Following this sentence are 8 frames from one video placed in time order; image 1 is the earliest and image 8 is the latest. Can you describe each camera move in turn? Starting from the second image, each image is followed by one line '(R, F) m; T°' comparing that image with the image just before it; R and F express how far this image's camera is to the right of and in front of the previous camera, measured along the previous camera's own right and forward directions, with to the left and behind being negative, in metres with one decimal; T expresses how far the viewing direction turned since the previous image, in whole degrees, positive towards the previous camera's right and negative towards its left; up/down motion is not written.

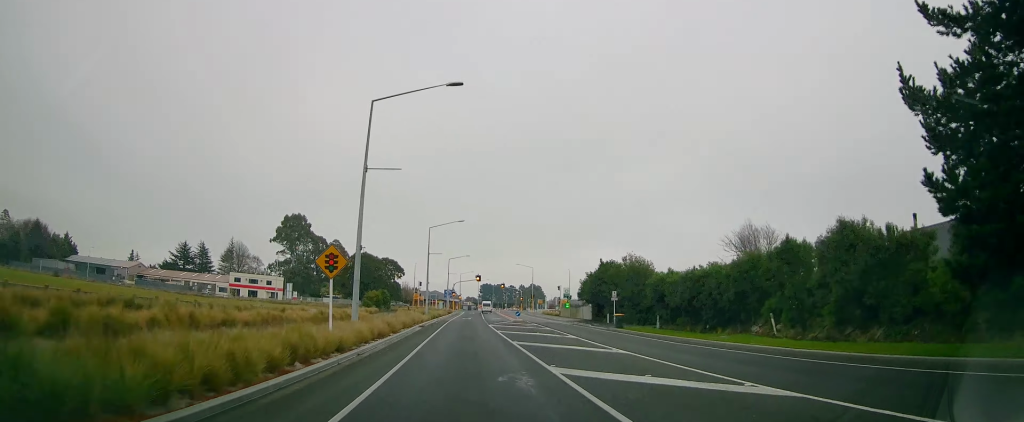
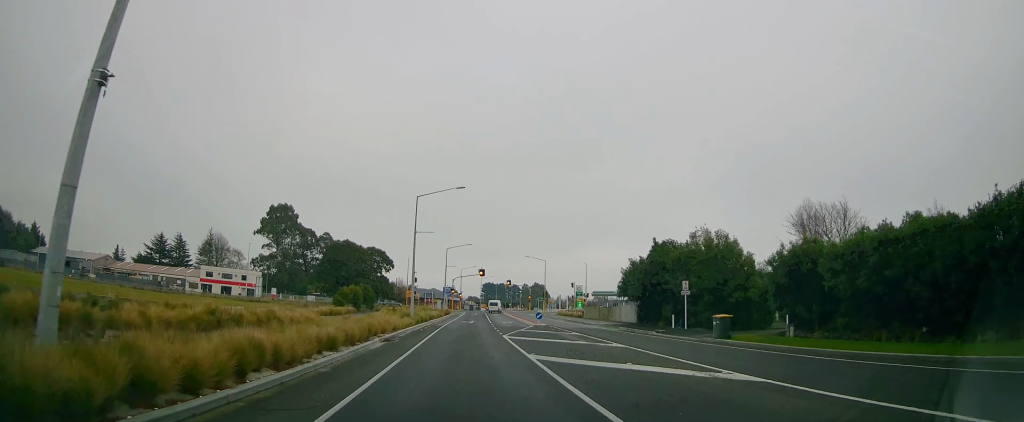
(+0.1, +17.8) m; 0°
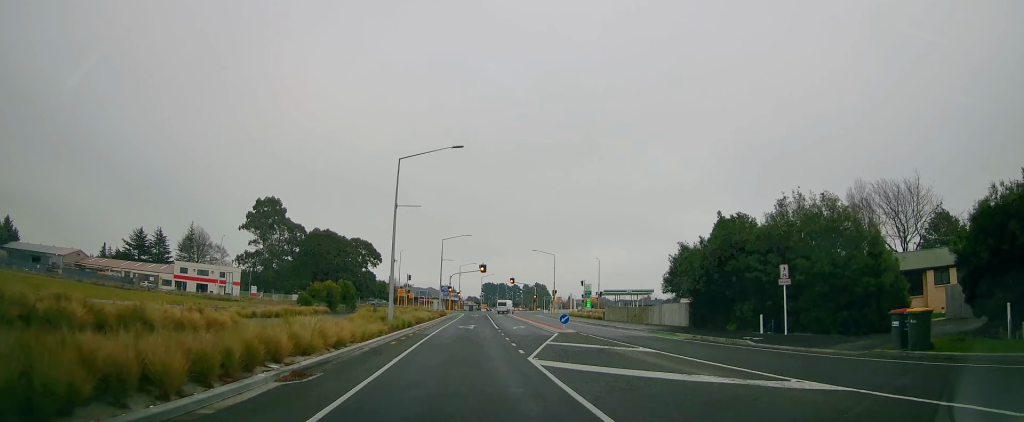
(0.0, +12.4) m; 0°
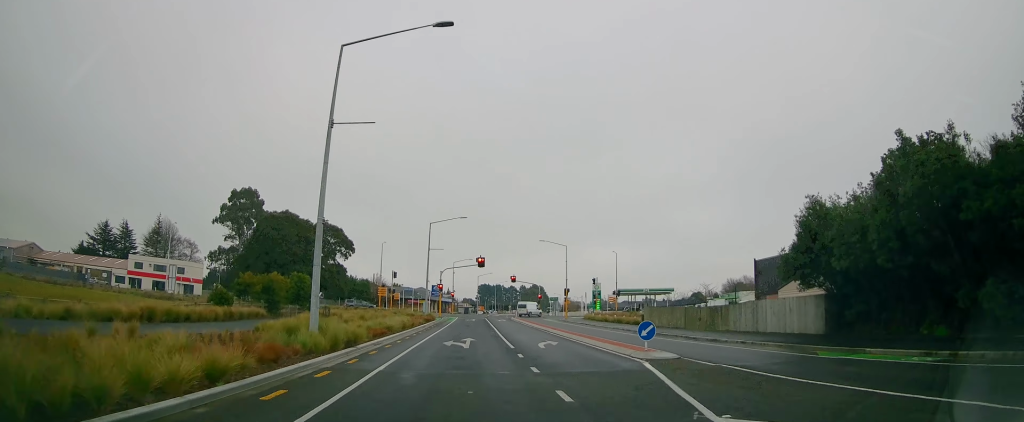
(-0.1, +15.9) m; -1°
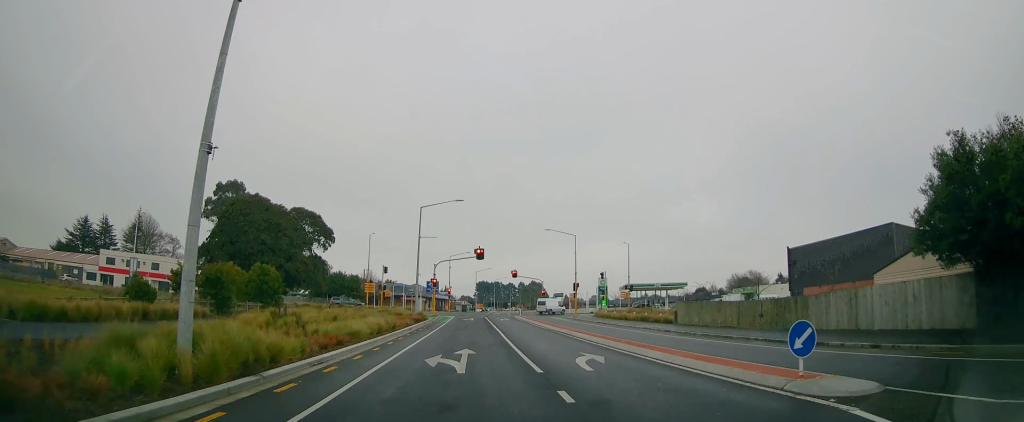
(0.0, +8.1) m; 0°
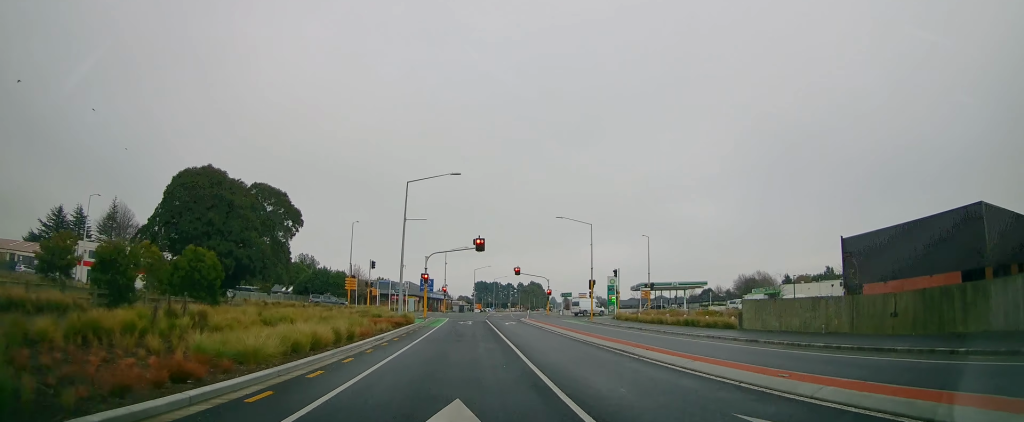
(0.0, +10.1) m; 0°
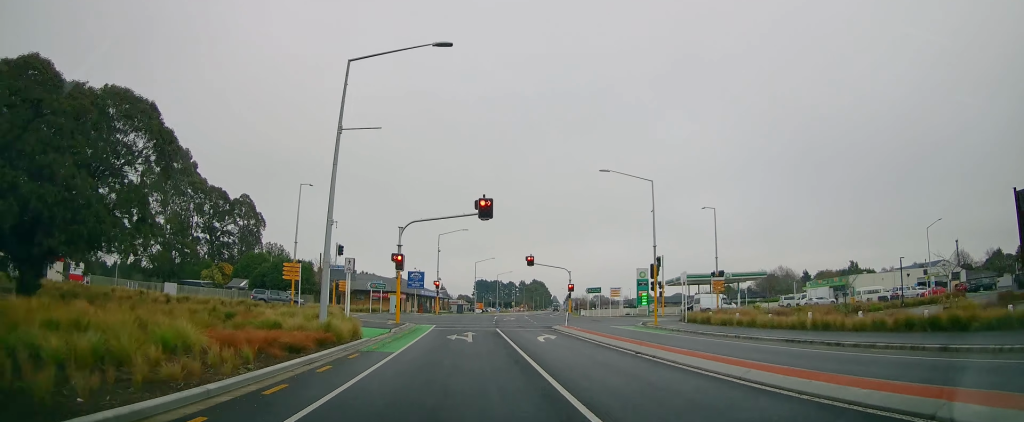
(+0.2, +20.4) m; +2°
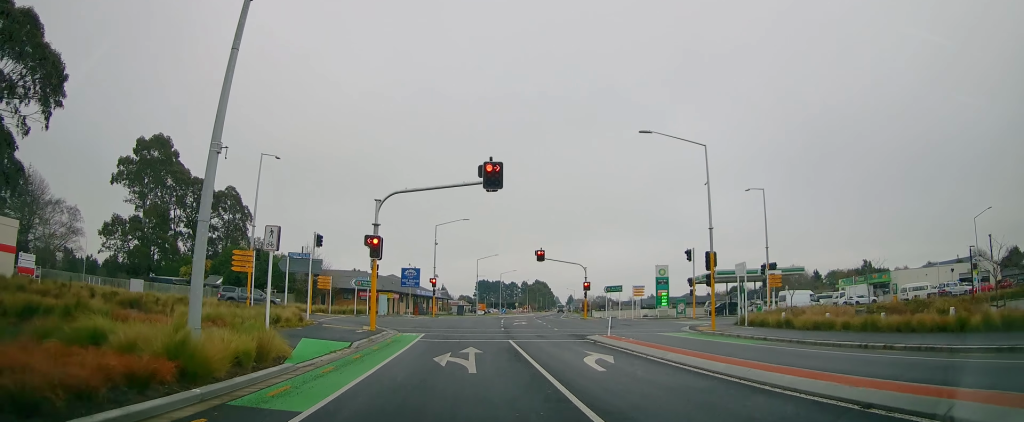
(+0.1, +9.4) m; +1°
